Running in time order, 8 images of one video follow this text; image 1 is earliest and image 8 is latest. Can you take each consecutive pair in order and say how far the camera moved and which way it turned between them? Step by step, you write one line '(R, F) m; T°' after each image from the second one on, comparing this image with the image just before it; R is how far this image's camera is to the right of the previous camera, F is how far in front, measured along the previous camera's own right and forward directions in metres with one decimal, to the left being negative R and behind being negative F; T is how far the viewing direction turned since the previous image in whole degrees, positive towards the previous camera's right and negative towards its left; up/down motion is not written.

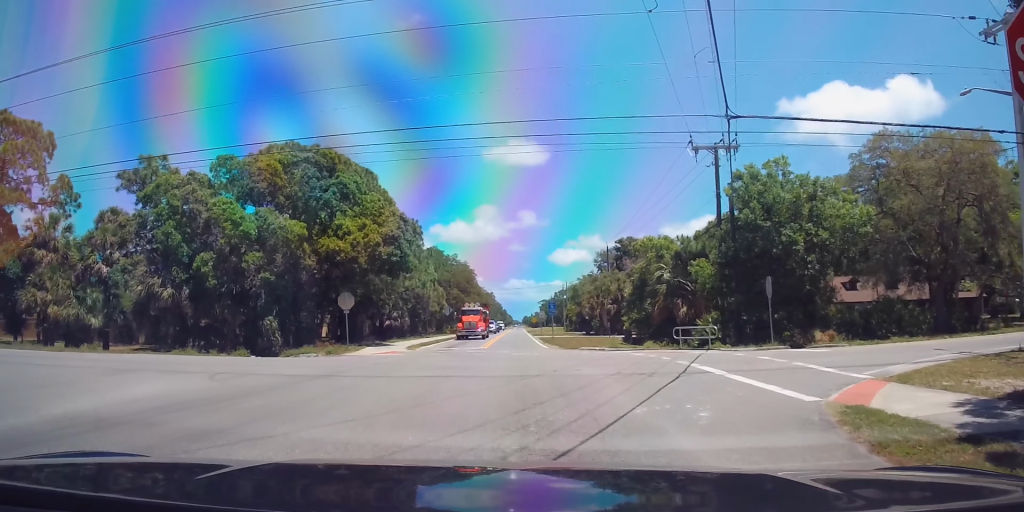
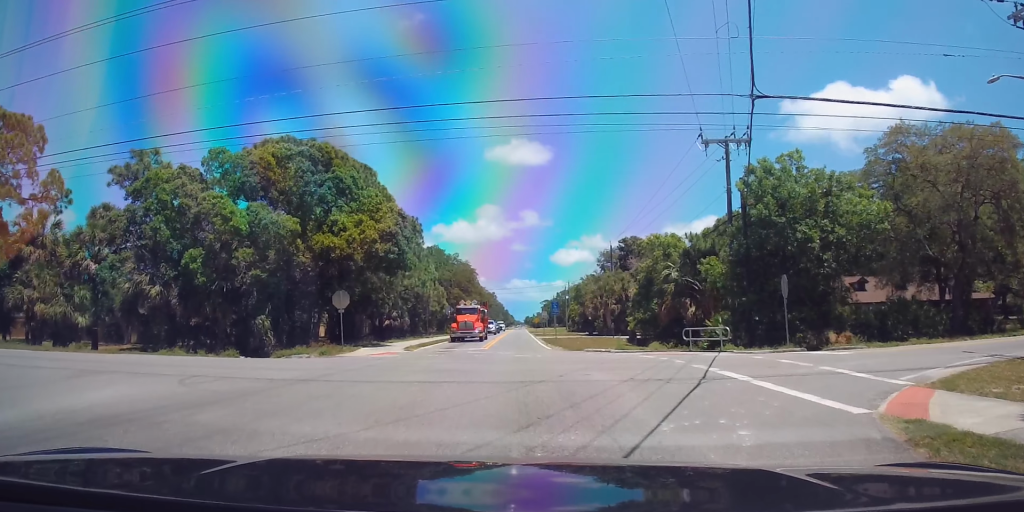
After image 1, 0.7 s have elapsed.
(+0.1, +3.4) m; +2°
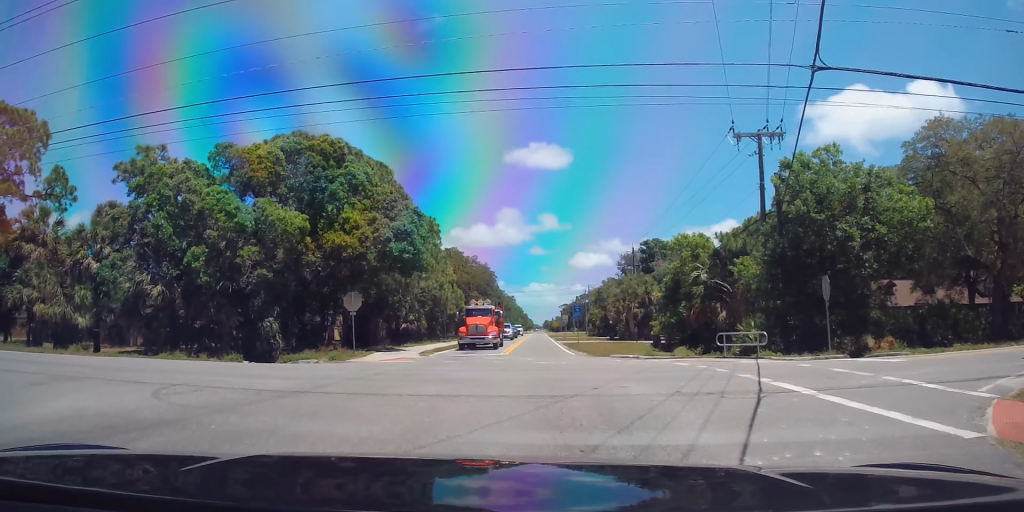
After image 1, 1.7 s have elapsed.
(+0.1, +3.5) m; -4°
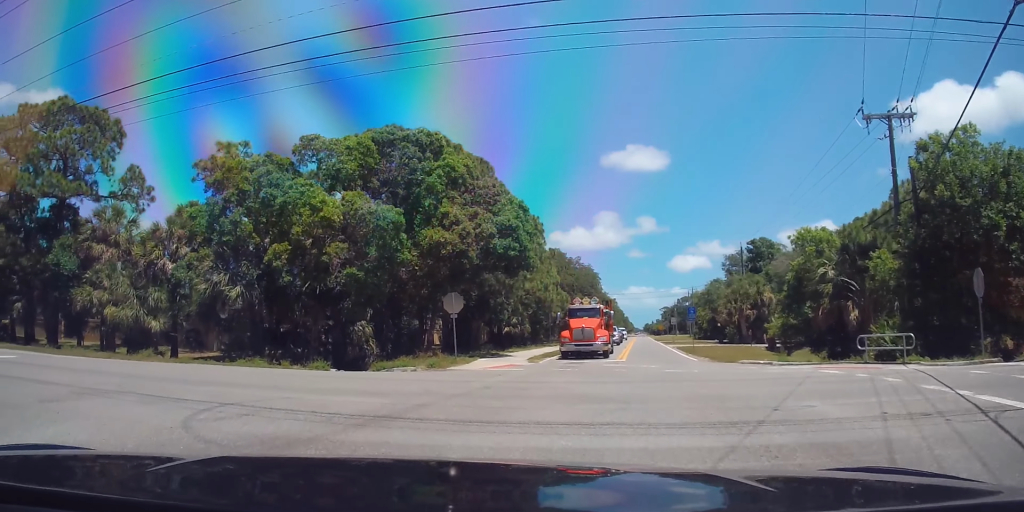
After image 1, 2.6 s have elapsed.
(-0.2, +2.7) m; -18°
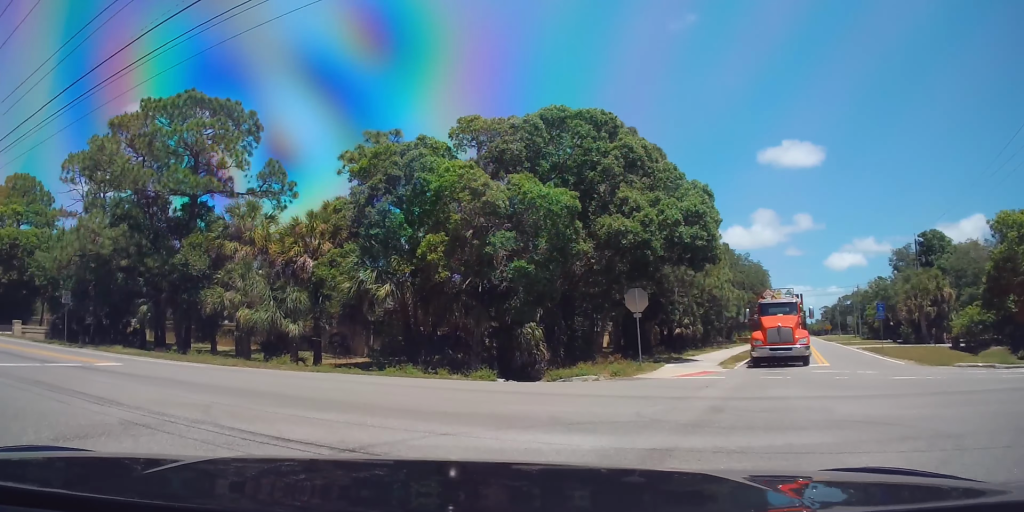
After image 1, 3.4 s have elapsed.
(-0.6, +3.0) m; -10°
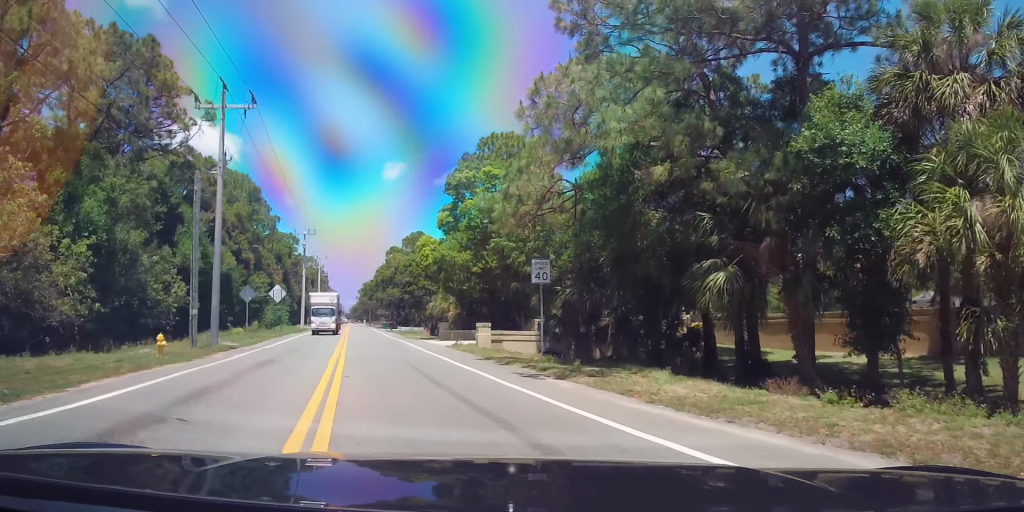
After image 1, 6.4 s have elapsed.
(-7.2, +17.9) m; -38°
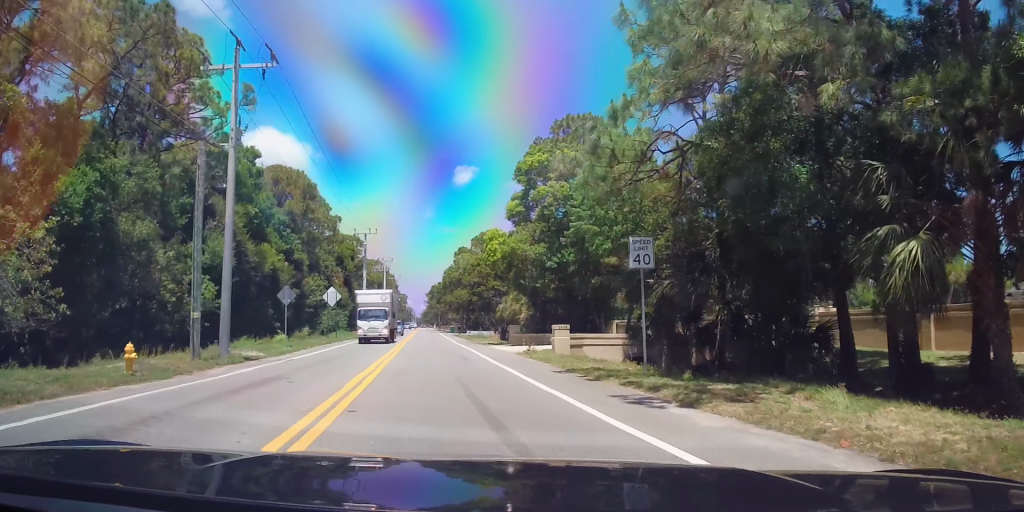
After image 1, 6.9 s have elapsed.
(-0.2, +4.9) m; -5°
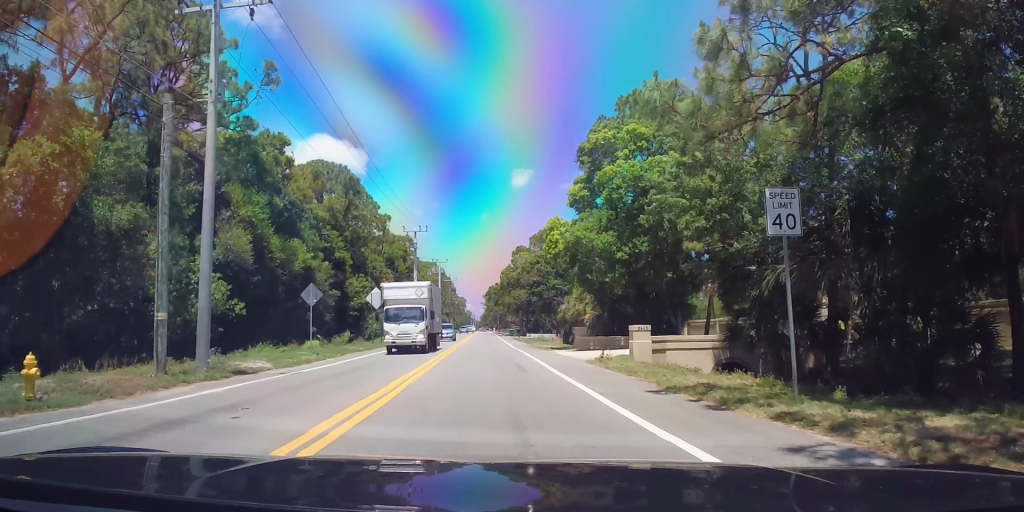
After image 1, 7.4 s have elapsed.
(-0.1, +5.0) m; -5°
